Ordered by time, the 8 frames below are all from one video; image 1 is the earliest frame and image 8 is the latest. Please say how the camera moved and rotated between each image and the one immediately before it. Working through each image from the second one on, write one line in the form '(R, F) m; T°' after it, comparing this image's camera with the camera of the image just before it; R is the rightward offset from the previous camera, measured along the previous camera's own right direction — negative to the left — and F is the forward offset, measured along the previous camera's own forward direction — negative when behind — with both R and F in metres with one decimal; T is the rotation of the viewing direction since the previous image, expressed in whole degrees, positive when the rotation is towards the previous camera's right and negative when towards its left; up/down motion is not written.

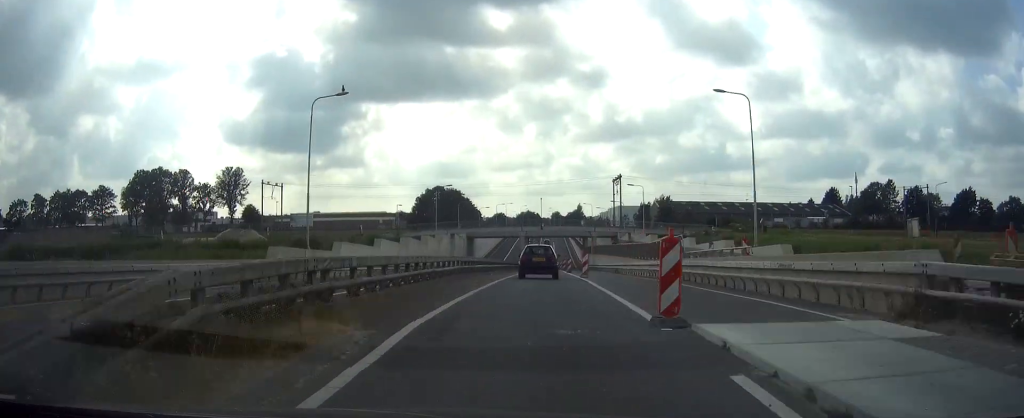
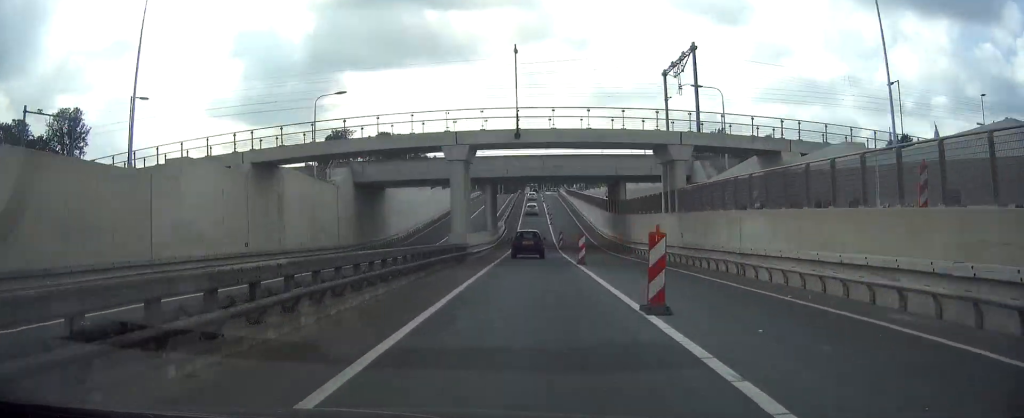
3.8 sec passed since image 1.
(+0.9, +62.8) m; +1°
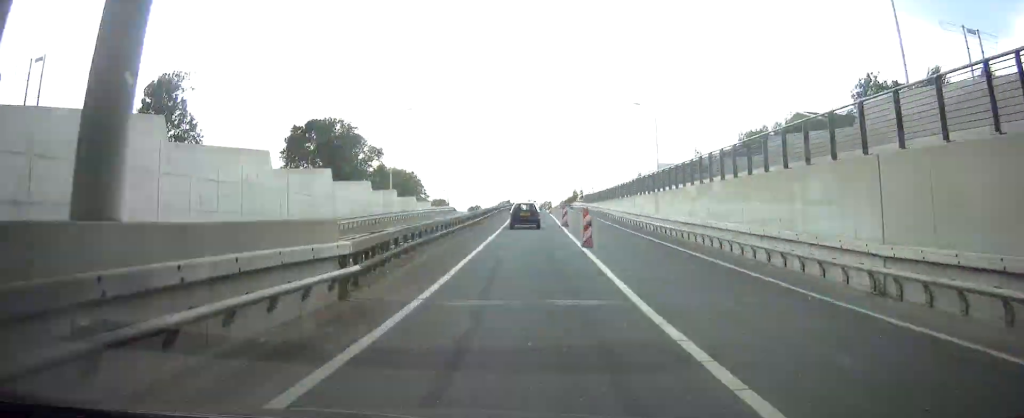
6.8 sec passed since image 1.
(+0.8, +50.4) m; 0°
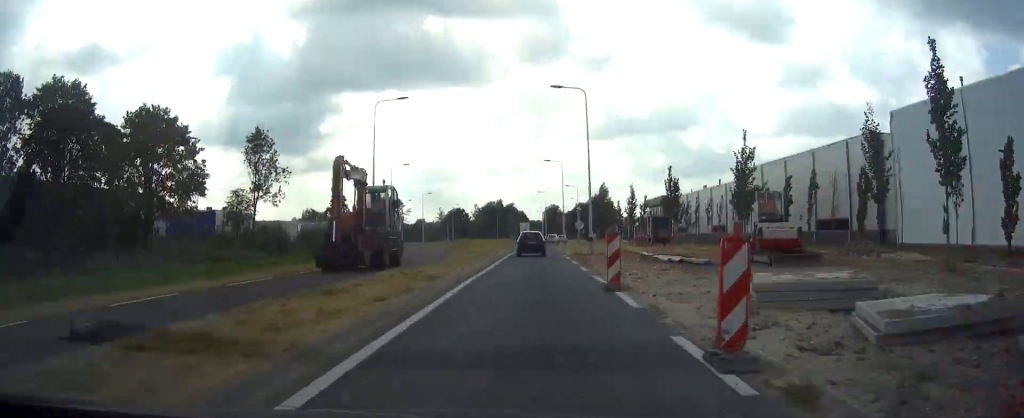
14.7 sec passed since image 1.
(-1.8, +132.1) m; 0°
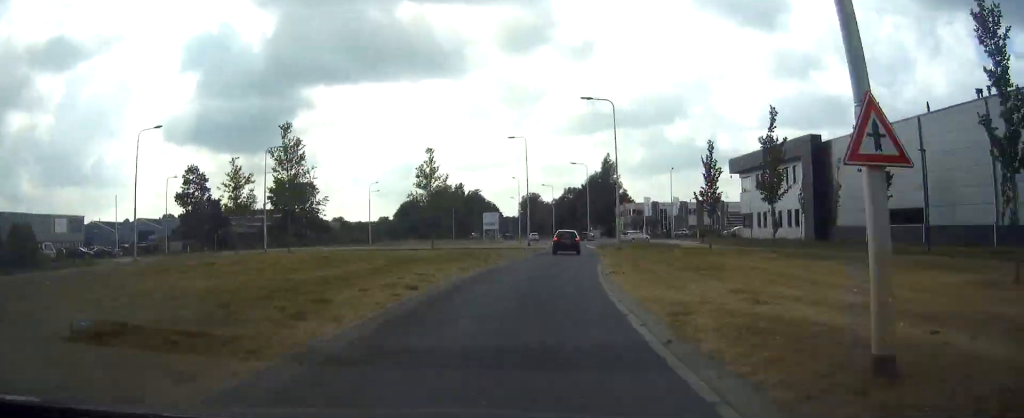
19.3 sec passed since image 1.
(+1.0, +76.2) m; +1°
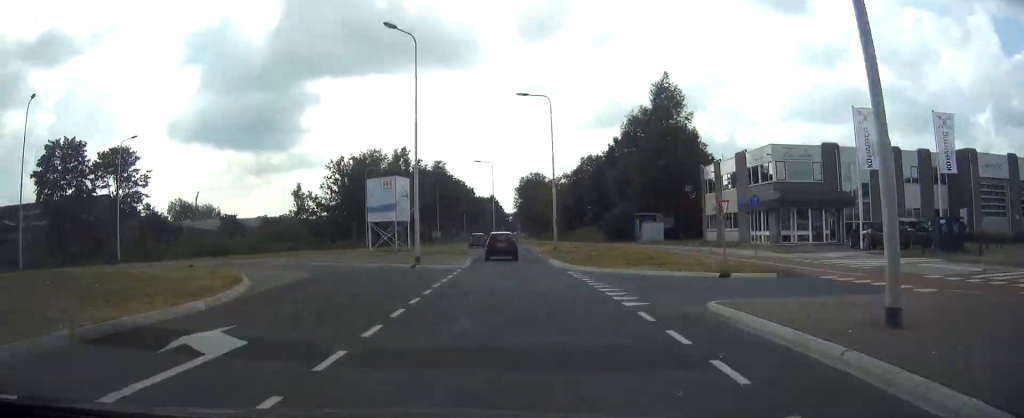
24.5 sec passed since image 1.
(+0.1, +81.8) m; -2°
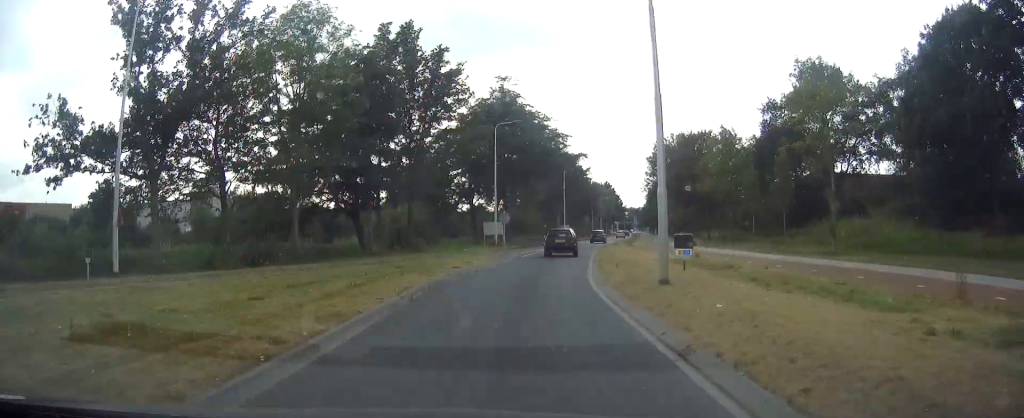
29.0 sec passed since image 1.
(-2.3, +69.2) m; -2°
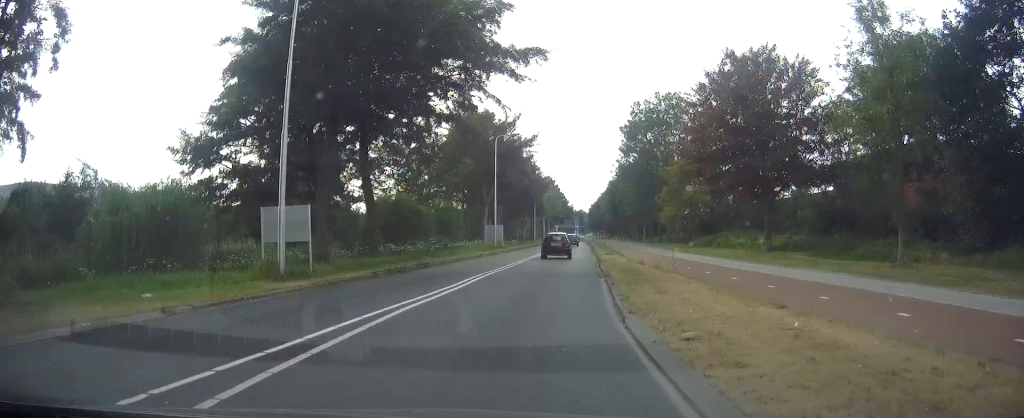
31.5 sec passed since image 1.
(-1.9, +38.2) m; 0°
